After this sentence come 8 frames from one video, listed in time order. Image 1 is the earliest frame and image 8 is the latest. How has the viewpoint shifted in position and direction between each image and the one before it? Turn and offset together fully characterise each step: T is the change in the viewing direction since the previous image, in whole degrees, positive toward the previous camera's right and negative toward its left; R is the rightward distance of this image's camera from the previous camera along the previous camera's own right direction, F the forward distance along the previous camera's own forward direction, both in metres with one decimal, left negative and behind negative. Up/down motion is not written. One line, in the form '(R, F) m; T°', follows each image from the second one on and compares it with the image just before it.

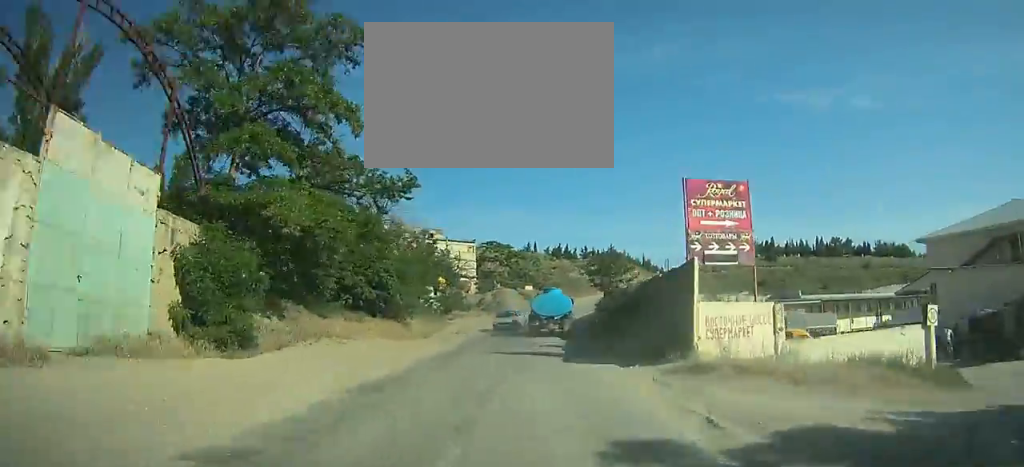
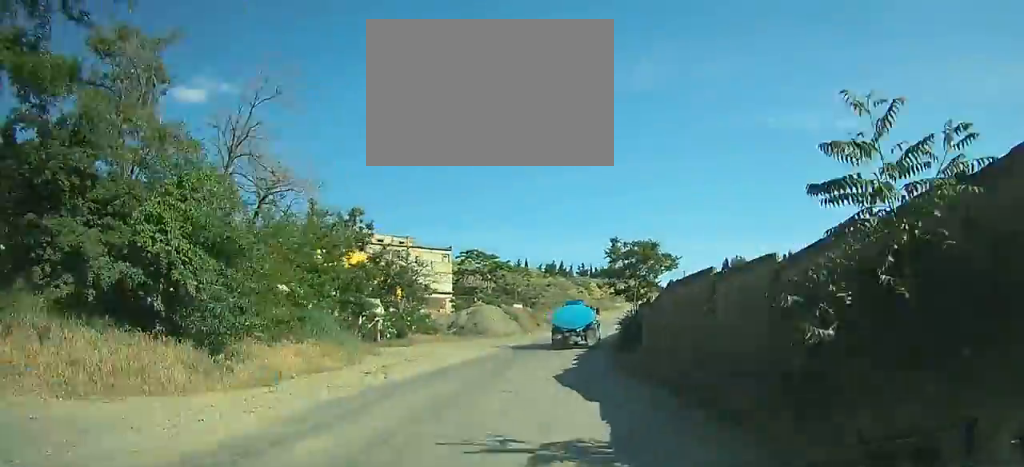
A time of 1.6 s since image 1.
(+3.0, +16.7) m; +6°
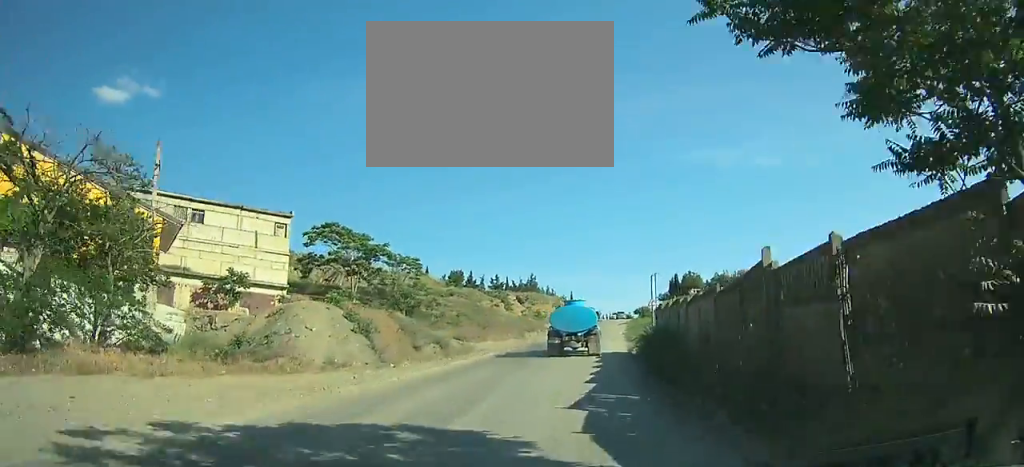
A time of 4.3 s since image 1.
(+1.6, +25.8) m; +5°
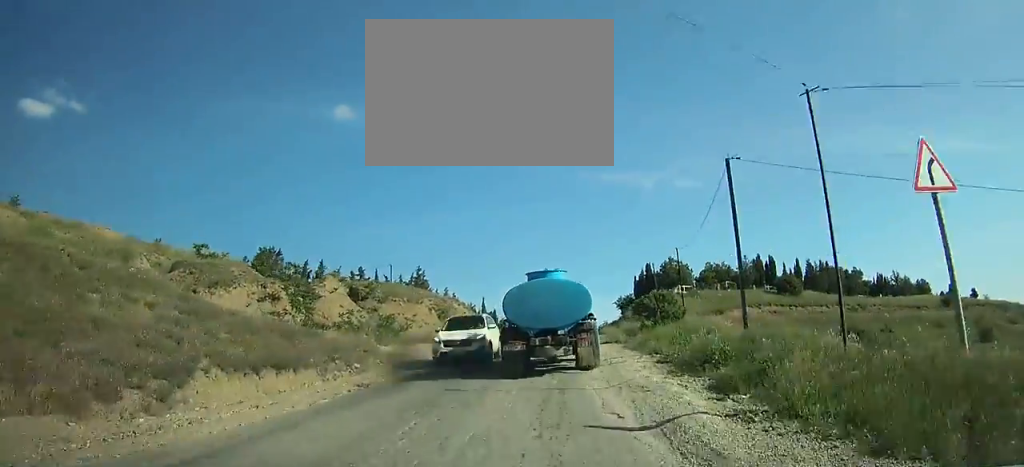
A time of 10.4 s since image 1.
(+2.1, +40.7) m; +8°
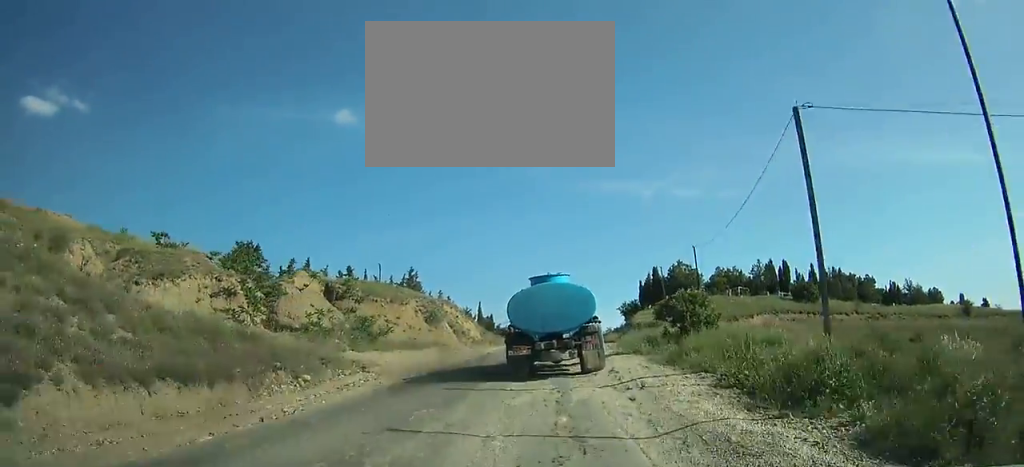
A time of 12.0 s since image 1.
(+0.1, +7.2) m; +2°
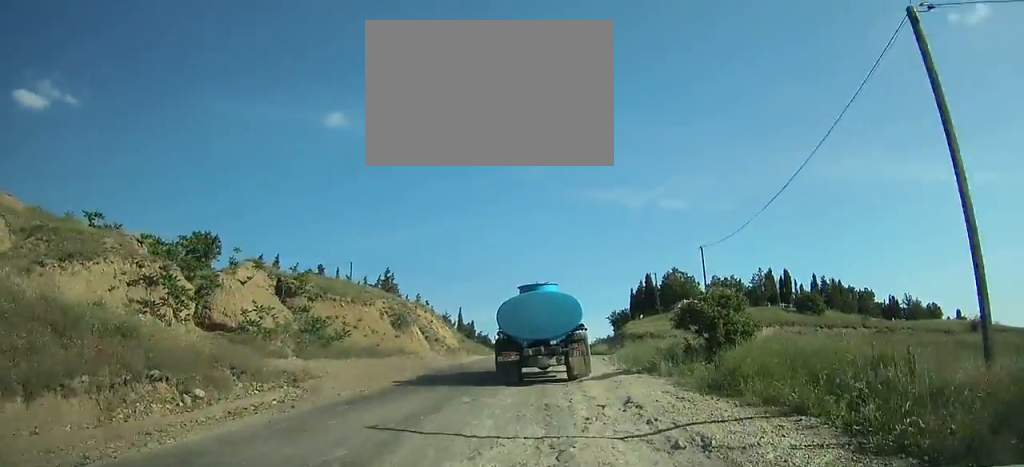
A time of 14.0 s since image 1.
(+0.3, +6.4) m; +2°
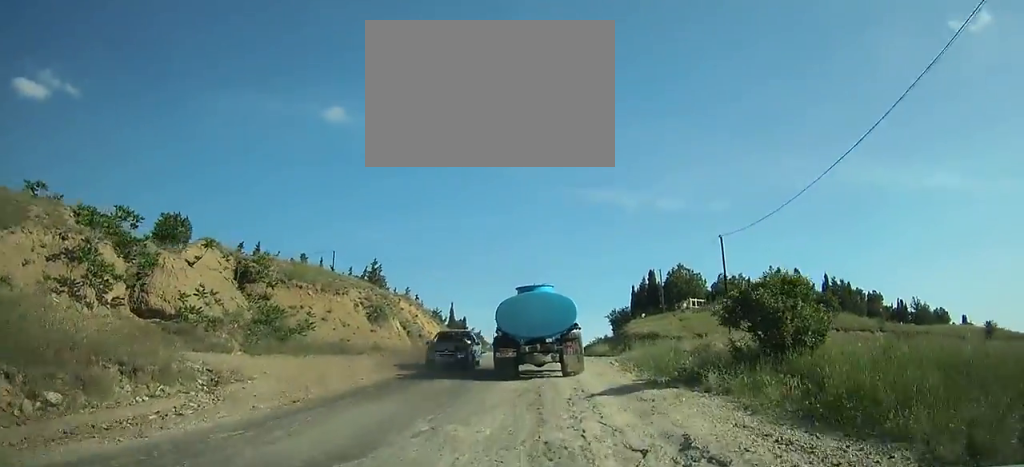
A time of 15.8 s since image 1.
(0.0, +4.8) m; 0°
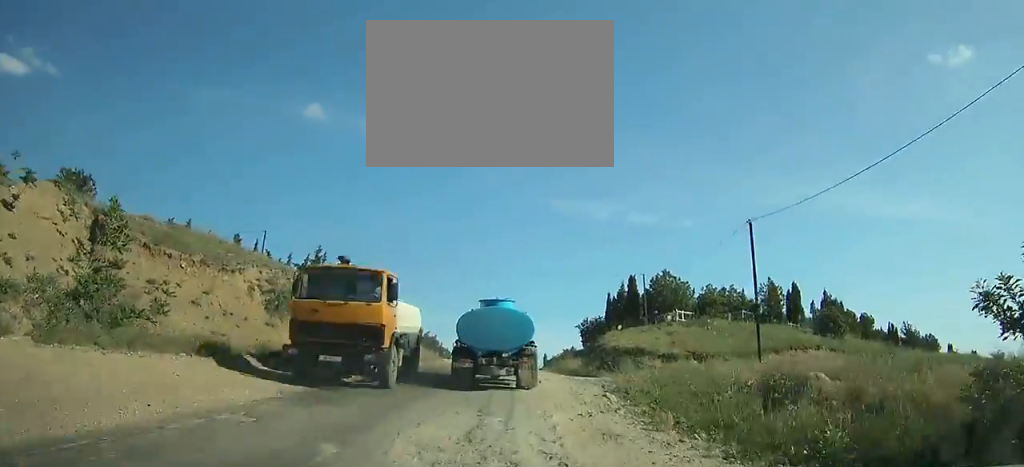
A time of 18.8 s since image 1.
(0.0, +7.0) m; 0°
